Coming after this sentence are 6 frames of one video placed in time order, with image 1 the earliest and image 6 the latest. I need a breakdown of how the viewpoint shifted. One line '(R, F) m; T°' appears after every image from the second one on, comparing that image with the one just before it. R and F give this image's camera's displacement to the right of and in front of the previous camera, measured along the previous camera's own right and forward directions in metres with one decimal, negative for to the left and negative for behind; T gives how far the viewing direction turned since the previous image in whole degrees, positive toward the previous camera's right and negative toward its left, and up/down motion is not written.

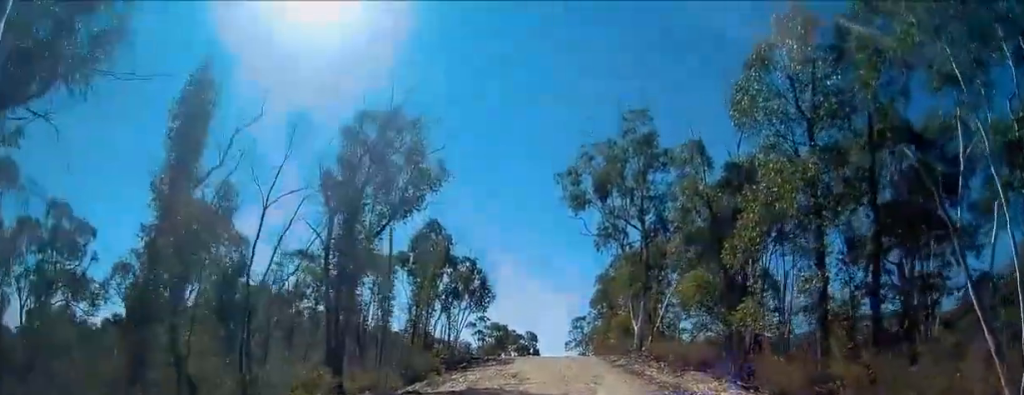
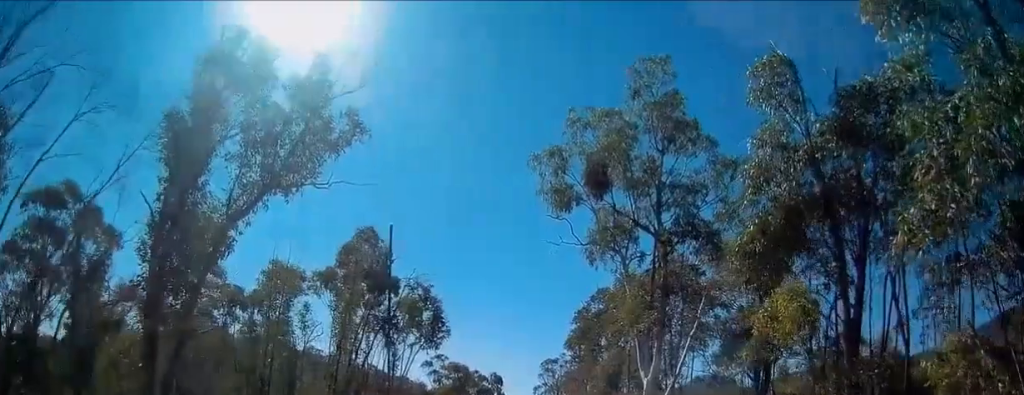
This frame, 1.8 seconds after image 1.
(-0.4, +7.6) m; +1°
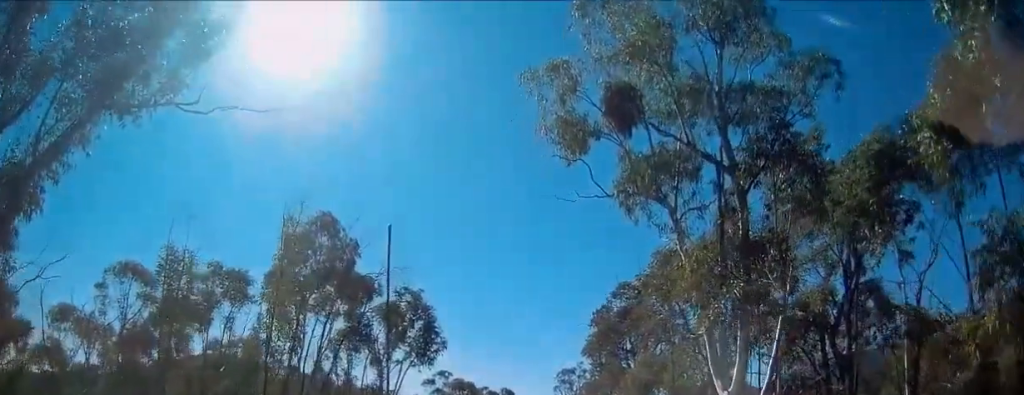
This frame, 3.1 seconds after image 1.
(+0.6, +5.9) m; -1°
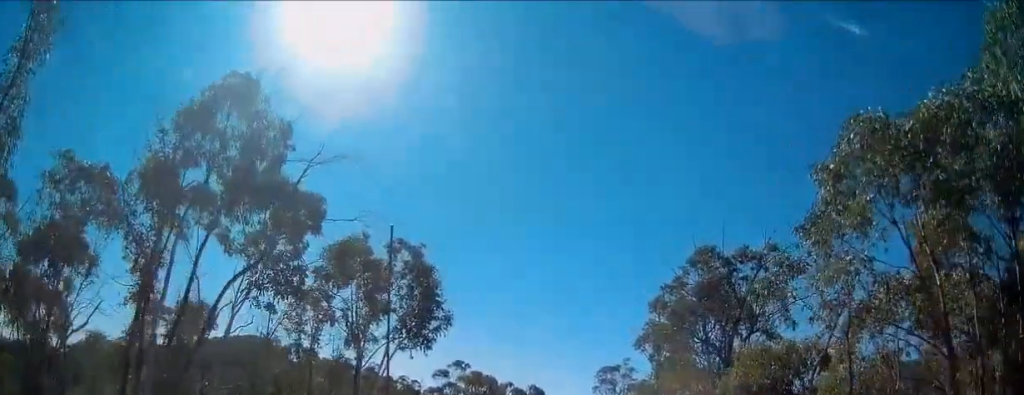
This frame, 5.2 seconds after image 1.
(0.0, +8.8) m; +7°
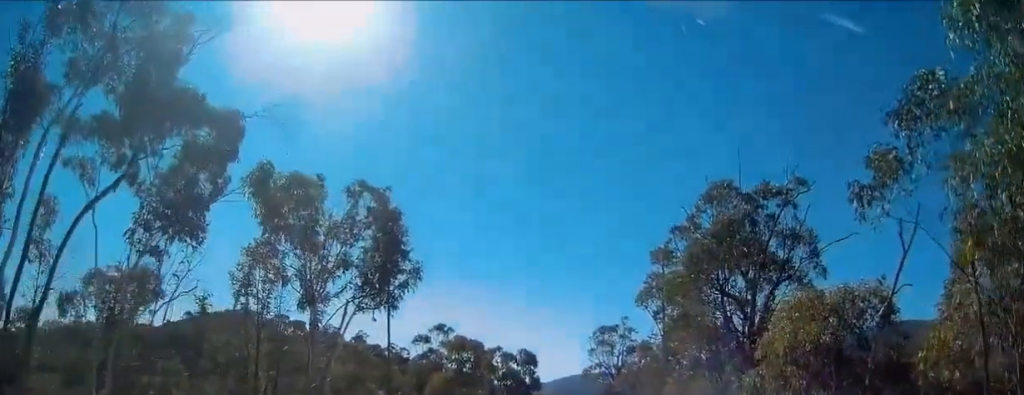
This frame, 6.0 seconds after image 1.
(-0.1, +3.5) m; -6°
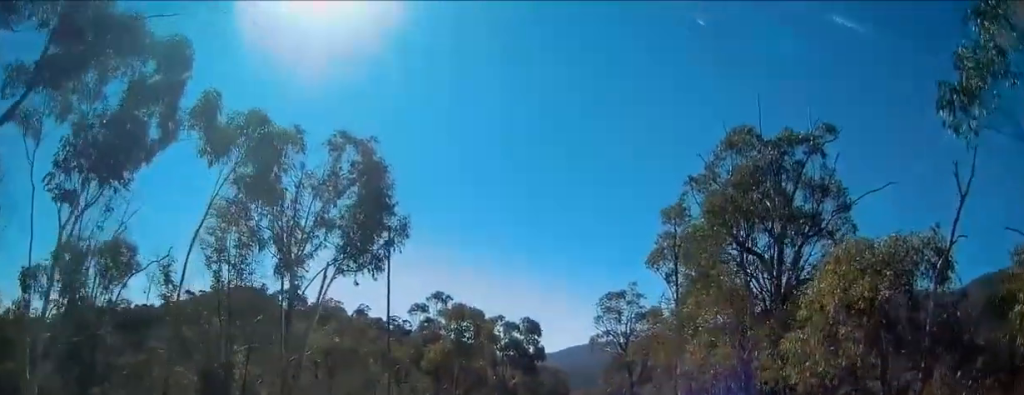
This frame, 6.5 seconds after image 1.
(-0.1, +2.0) m; -1°
